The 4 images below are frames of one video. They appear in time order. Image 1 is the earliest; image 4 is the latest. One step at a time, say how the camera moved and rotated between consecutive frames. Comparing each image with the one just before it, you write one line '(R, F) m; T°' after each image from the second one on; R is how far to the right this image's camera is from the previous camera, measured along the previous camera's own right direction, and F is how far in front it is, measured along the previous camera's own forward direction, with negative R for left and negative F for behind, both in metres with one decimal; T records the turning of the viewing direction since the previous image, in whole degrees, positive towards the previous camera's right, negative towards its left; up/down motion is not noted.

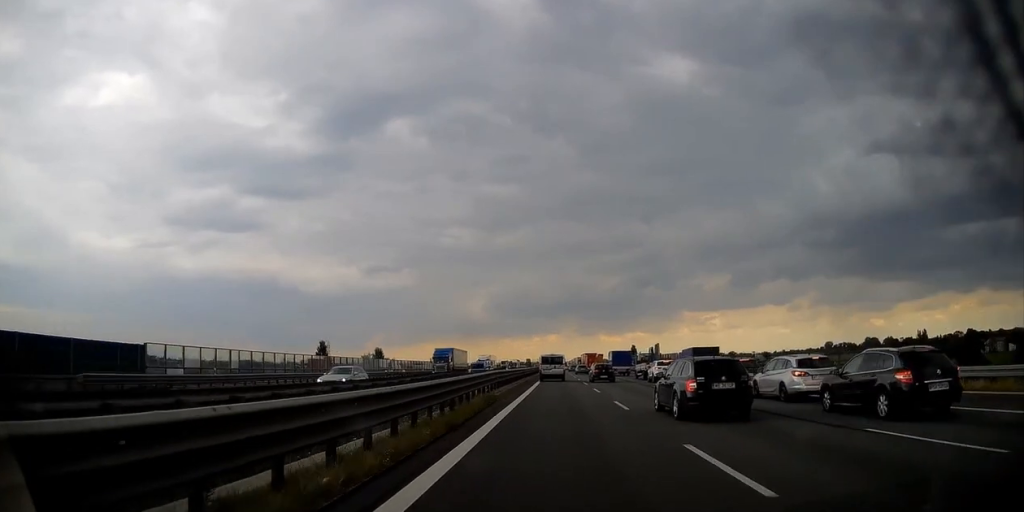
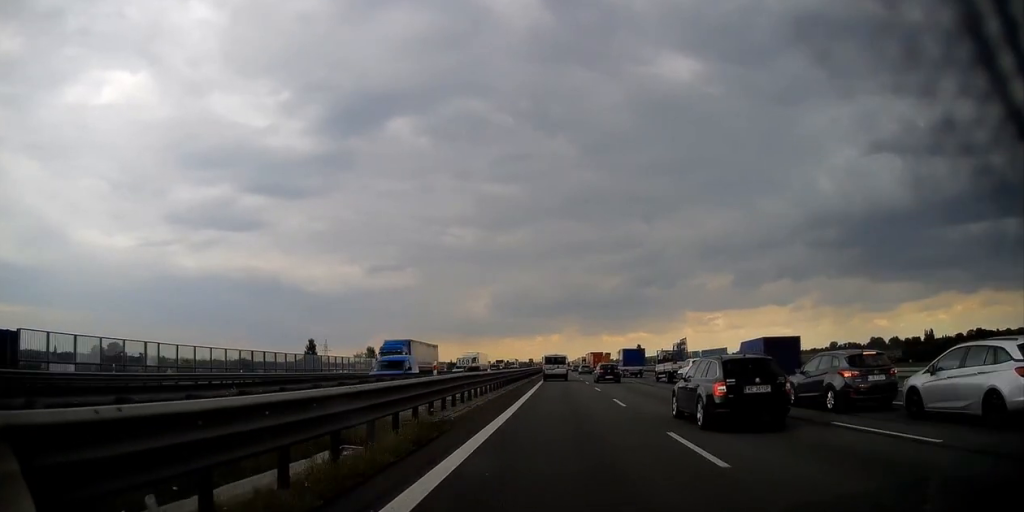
(0.0, +9.1) m; 0°
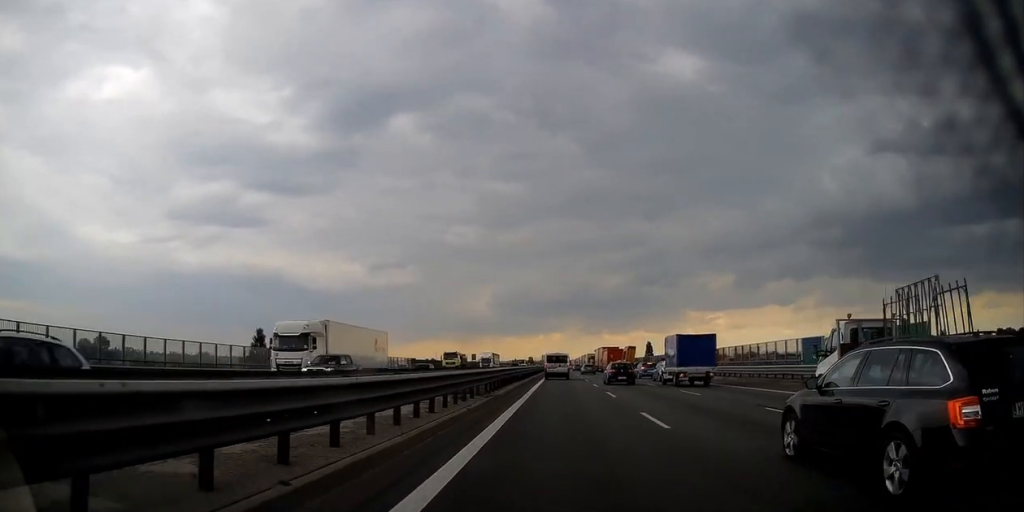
(+0.4, +30.5) m; +1°
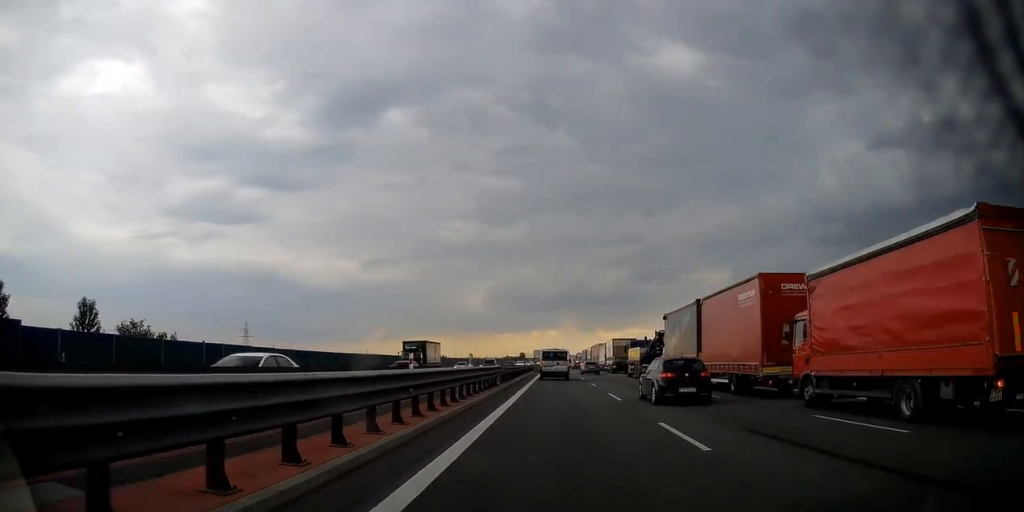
(-0.4, +81.6) m; 0°
